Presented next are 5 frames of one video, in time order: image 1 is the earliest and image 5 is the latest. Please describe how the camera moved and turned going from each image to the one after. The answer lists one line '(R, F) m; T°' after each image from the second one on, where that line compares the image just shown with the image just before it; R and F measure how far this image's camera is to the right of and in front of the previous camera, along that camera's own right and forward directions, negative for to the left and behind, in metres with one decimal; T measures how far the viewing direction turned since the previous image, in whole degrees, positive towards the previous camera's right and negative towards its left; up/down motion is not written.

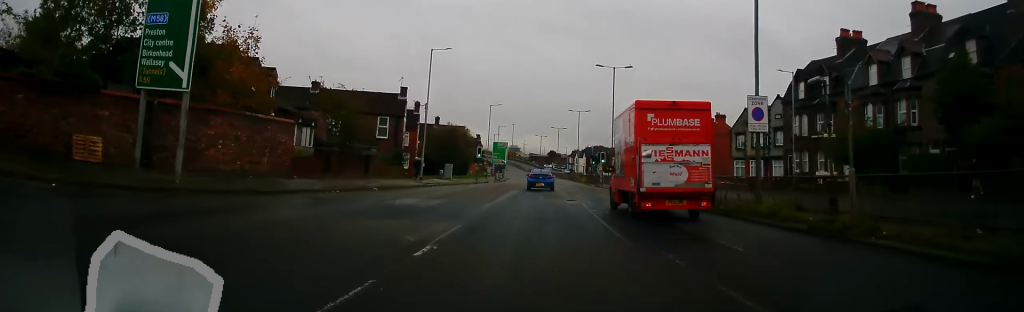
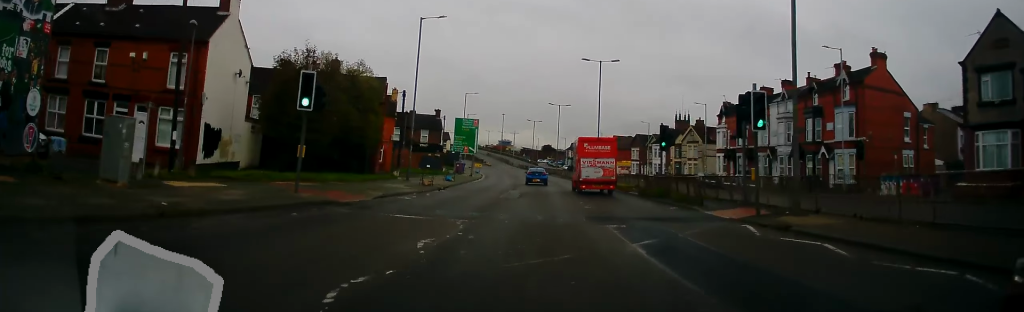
(+1.3, +46.0) m; +1°
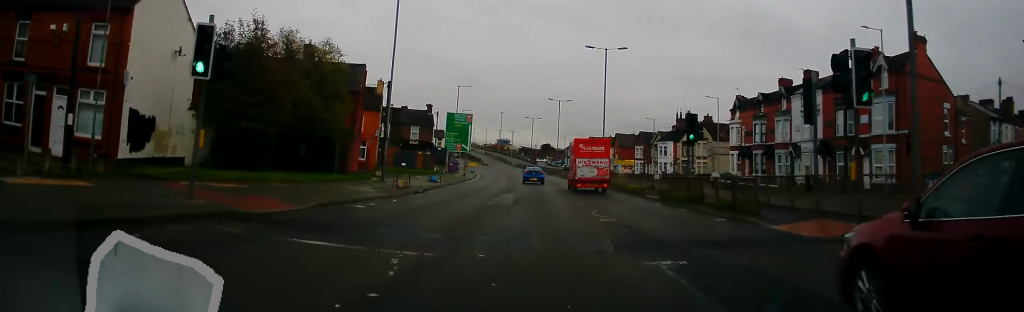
(-0.1, +5.8) m; -1°
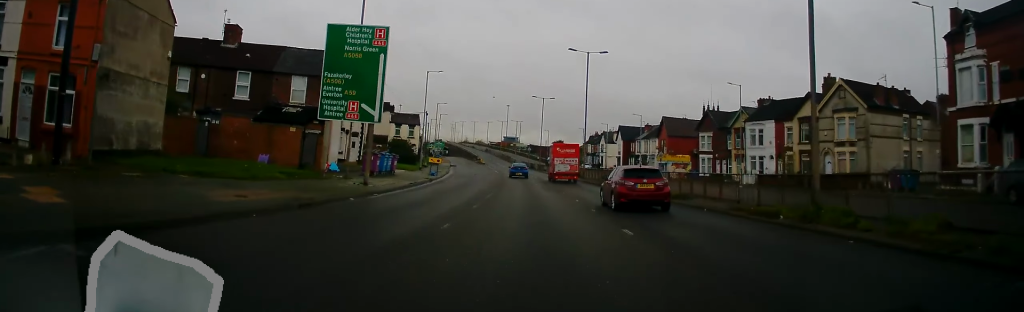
(0.0, +40.9) m; 0°
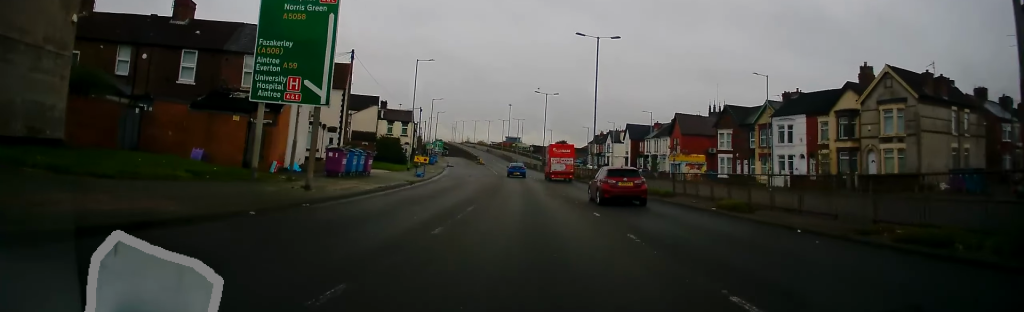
(0.0, +6.9) m; 0°
